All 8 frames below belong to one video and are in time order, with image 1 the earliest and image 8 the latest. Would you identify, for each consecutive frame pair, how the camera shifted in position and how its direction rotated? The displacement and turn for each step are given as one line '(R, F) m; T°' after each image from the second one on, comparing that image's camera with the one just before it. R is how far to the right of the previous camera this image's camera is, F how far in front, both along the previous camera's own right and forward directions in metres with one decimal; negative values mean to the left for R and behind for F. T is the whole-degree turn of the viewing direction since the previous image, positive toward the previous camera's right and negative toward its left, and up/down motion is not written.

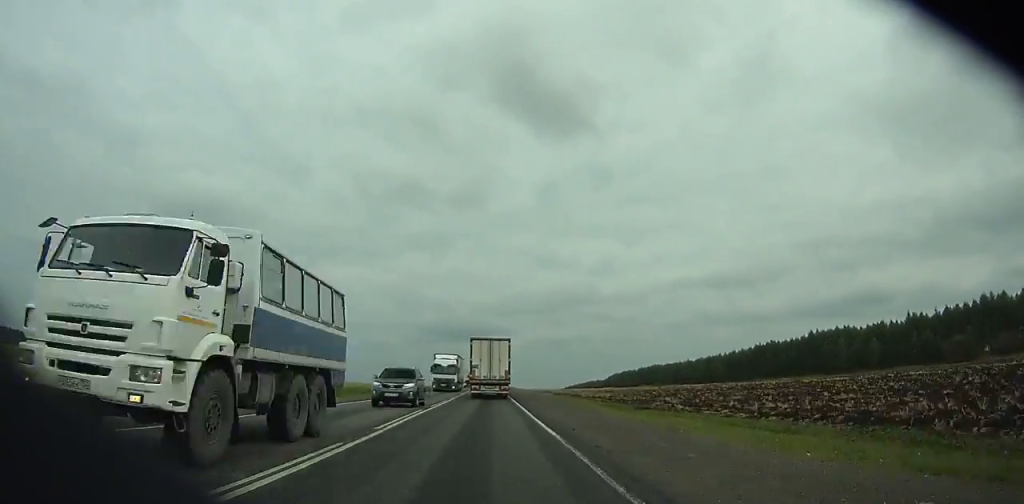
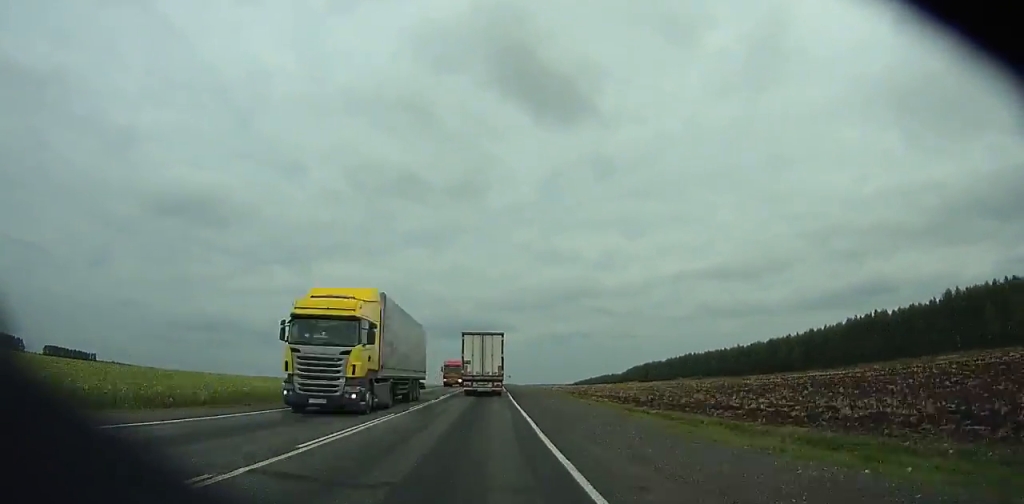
(+0.3, +63.0) m; 0°
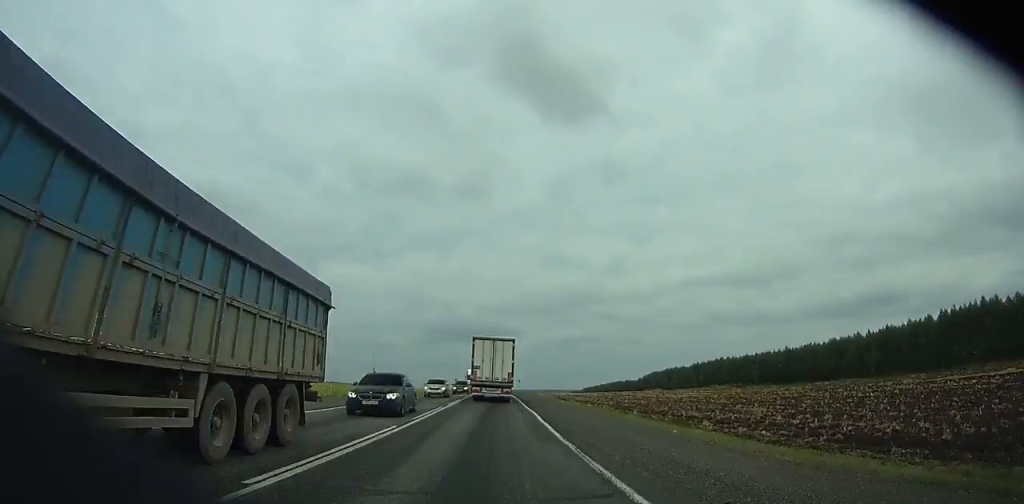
(0.0, +39.7) m; 0°
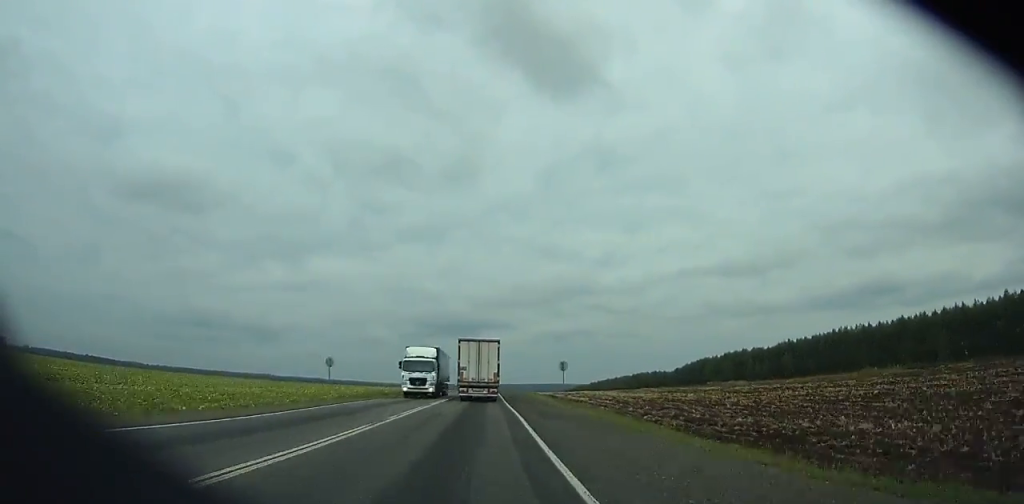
(-0.1, +107.9) m; 0°
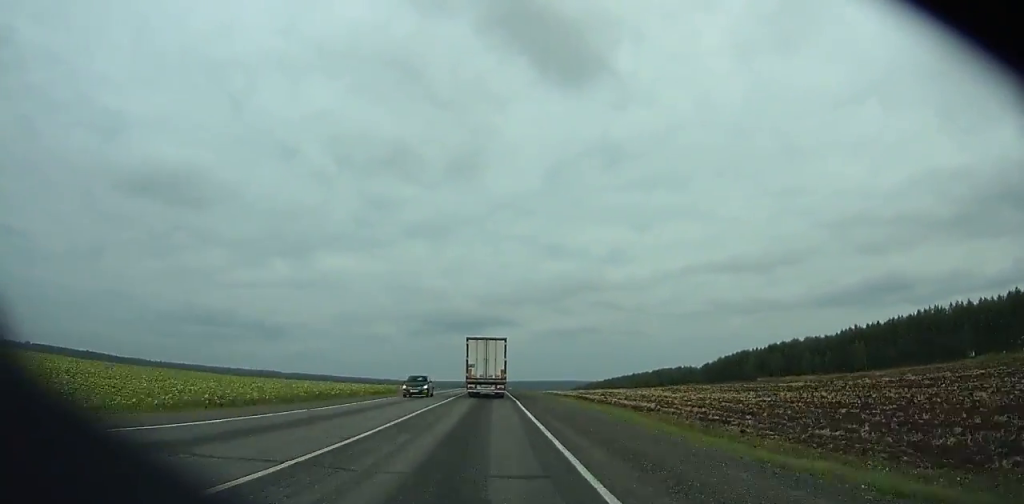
(-0.1, +38.6) m; 0°
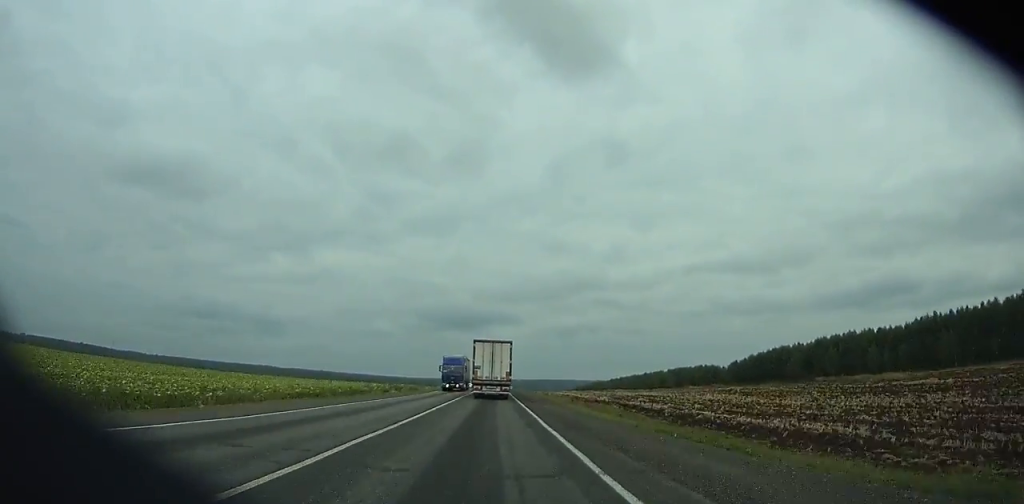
(0.0, +34.9) m; 0°
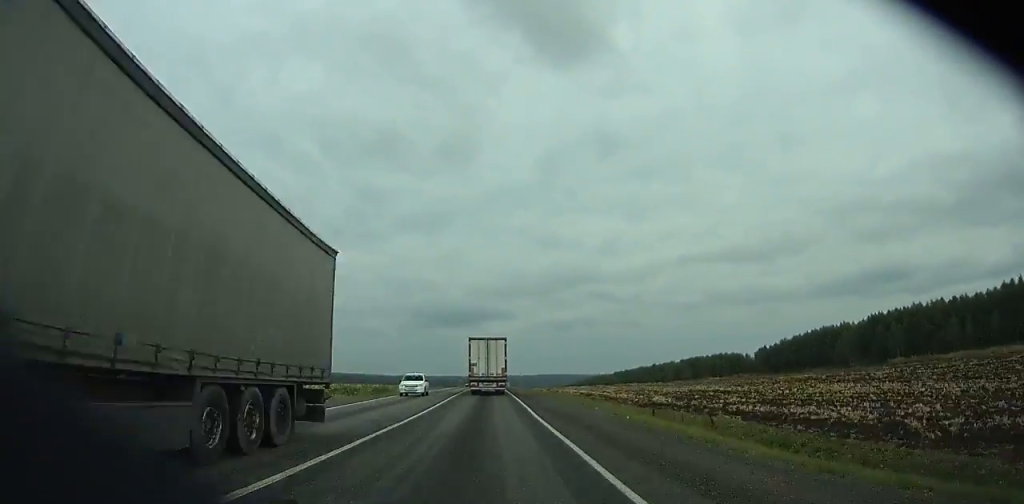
(0.0, +33.2) m; 0°
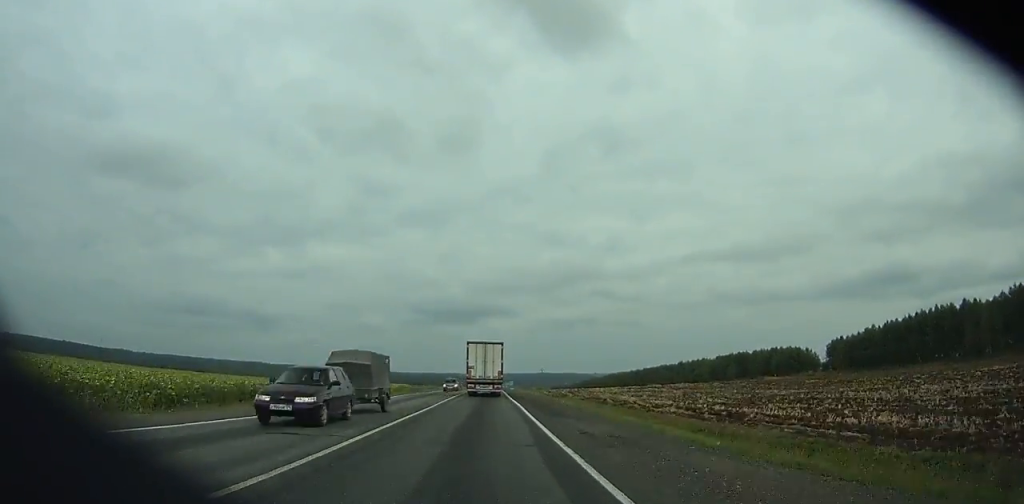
(+0.1, +53.8) m; 0°
